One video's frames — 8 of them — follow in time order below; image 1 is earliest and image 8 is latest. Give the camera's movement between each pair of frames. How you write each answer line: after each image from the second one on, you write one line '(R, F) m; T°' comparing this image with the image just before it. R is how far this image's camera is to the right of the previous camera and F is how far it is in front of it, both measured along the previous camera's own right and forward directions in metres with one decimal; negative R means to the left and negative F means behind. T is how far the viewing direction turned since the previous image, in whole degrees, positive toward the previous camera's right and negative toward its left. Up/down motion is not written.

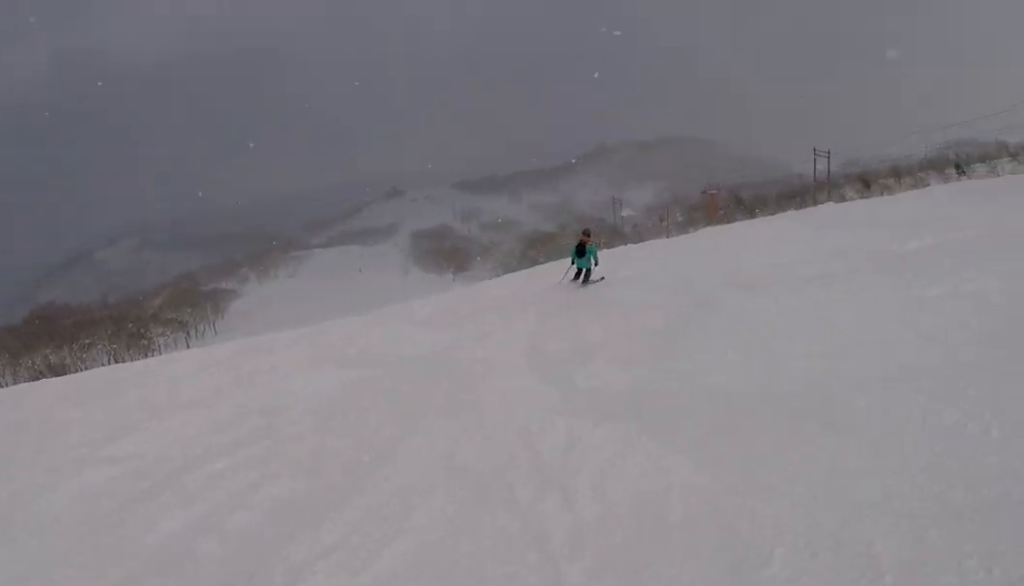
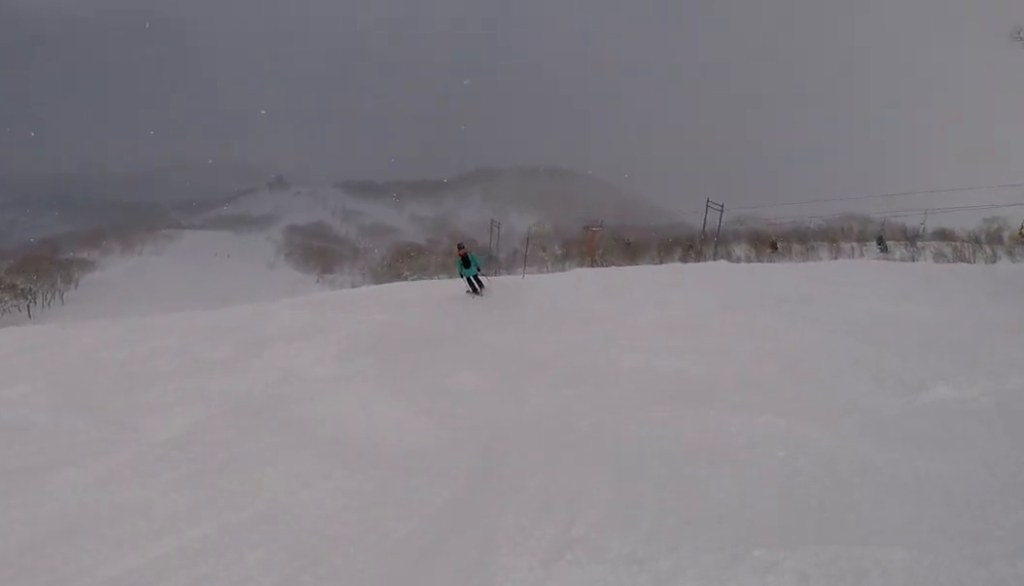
(+2.2, +6.9) m; +10°
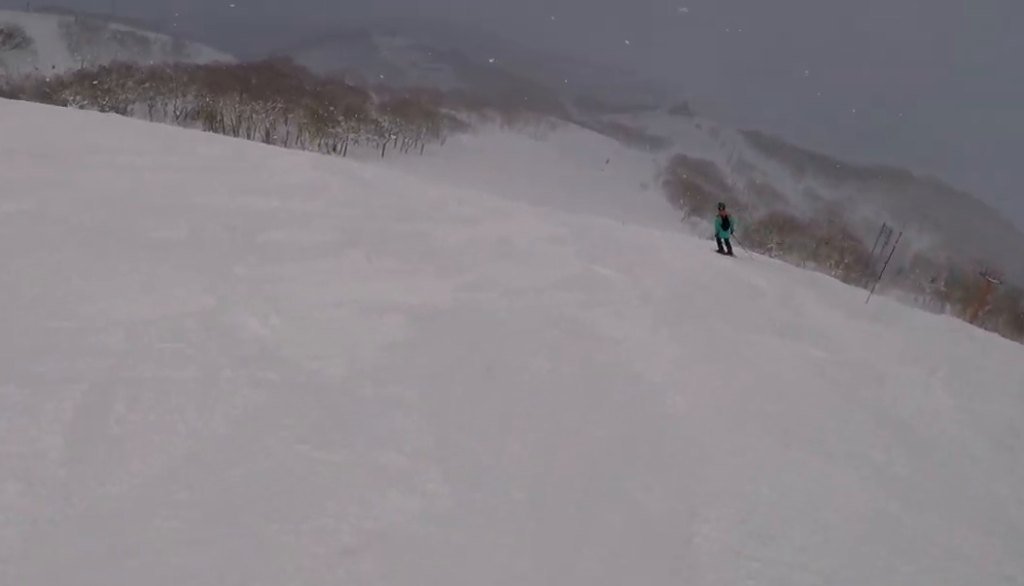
(-0.7, +5.5) m; -22°
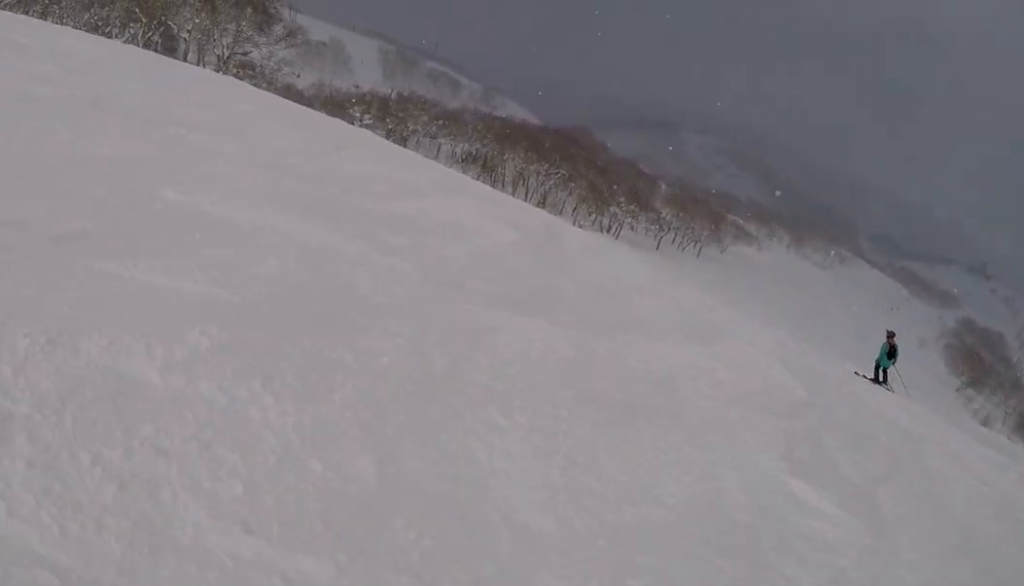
(-1.1, +4.8) m; -28°
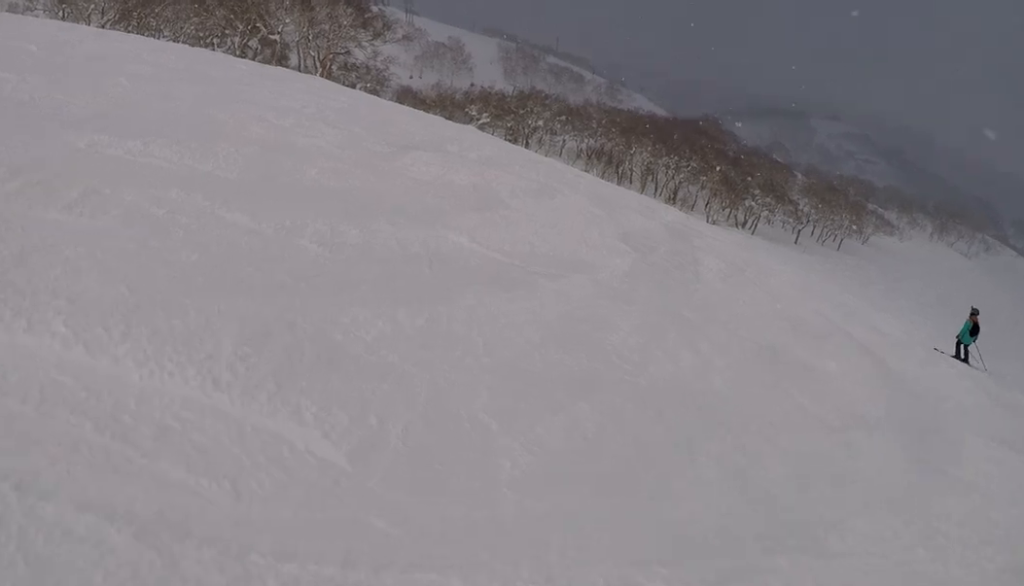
(-0.5, +4.1) m; -23°
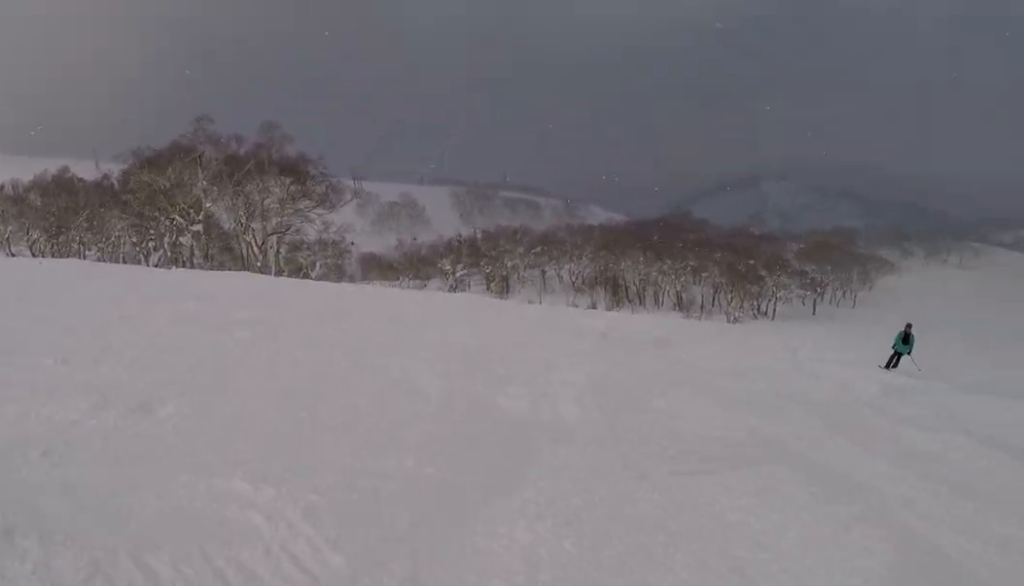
(-2.0, +10.7) m; +11°
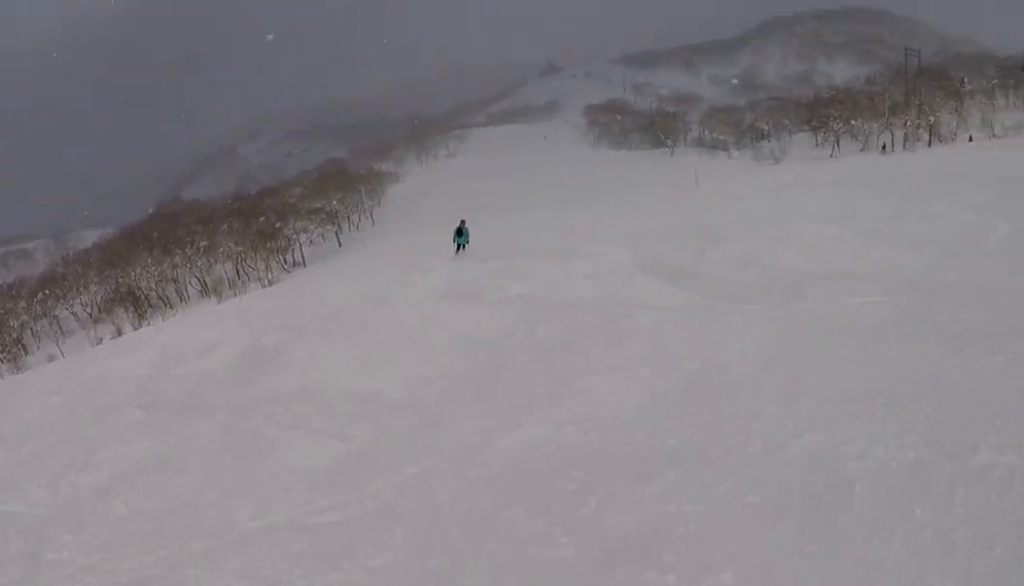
(+2.5, +6.3) m; +34°
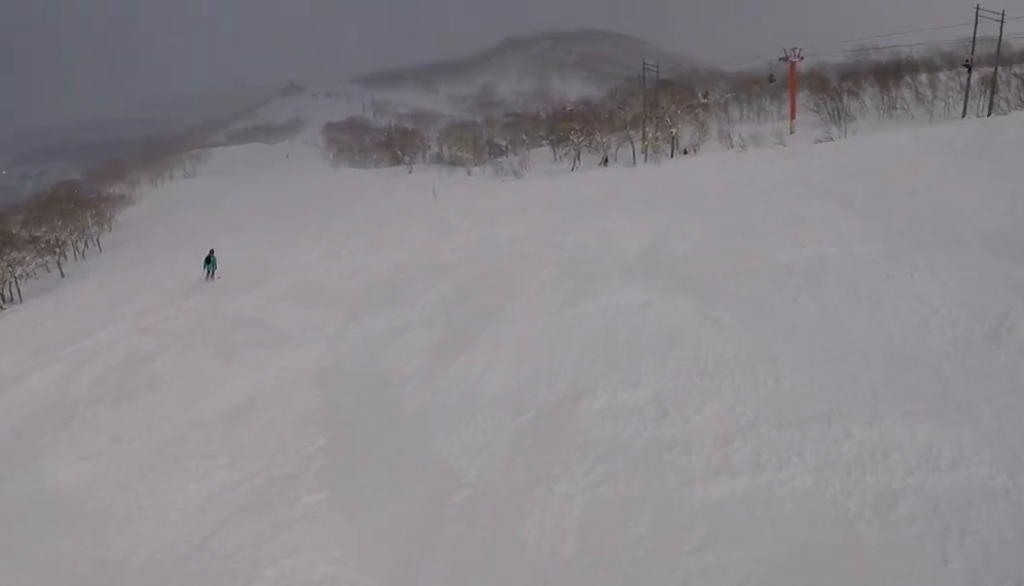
(+0.7, +5.8) m; +5°
